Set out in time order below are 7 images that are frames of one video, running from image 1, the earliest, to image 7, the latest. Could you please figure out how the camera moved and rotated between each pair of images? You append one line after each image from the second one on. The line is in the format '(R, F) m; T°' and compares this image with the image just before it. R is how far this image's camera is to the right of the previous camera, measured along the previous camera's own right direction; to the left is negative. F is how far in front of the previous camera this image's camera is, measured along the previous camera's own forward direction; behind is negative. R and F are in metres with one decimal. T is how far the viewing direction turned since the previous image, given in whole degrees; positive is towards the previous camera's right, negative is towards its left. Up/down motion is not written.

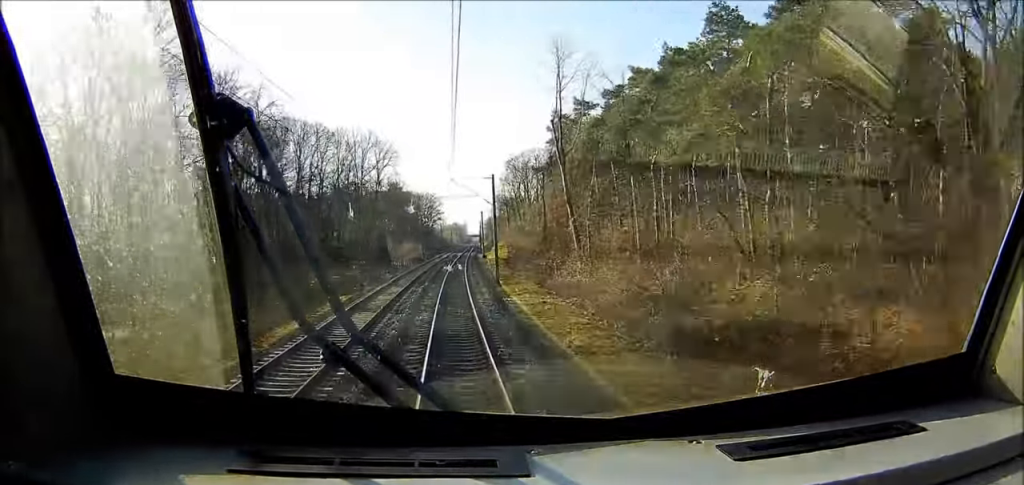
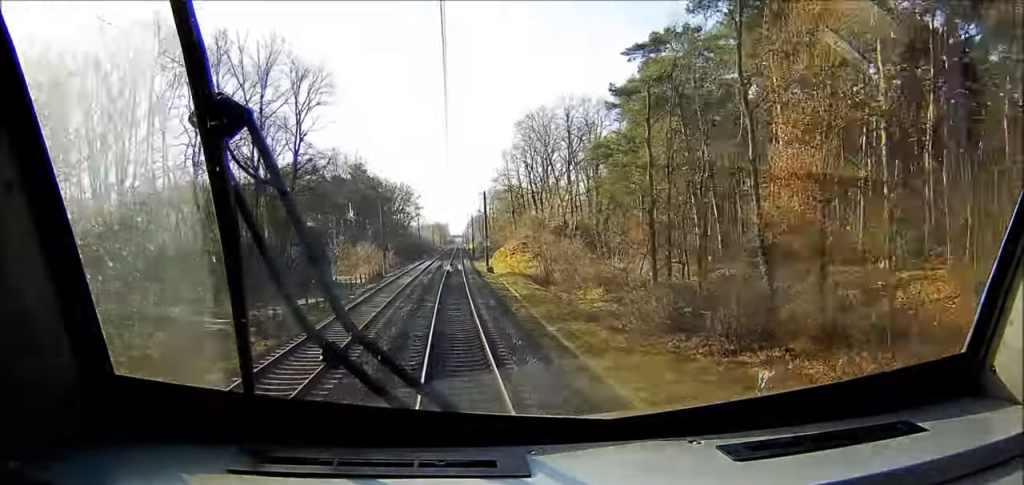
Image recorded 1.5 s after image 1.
(+0.3, +47.9) m; +1°
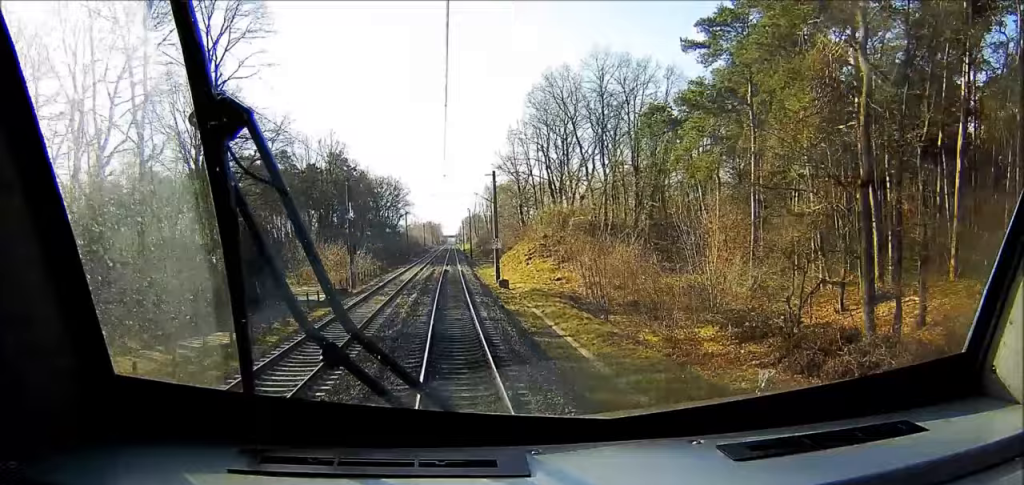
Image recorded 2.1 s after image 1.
(0.0, +20.5) m; 0°
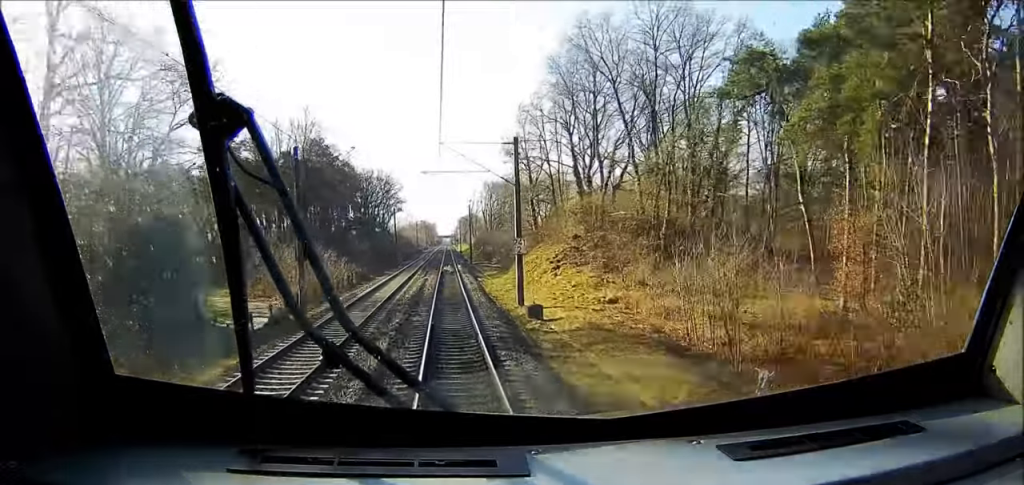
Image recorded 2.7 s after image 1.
(0.0, +17.3) m; 0°
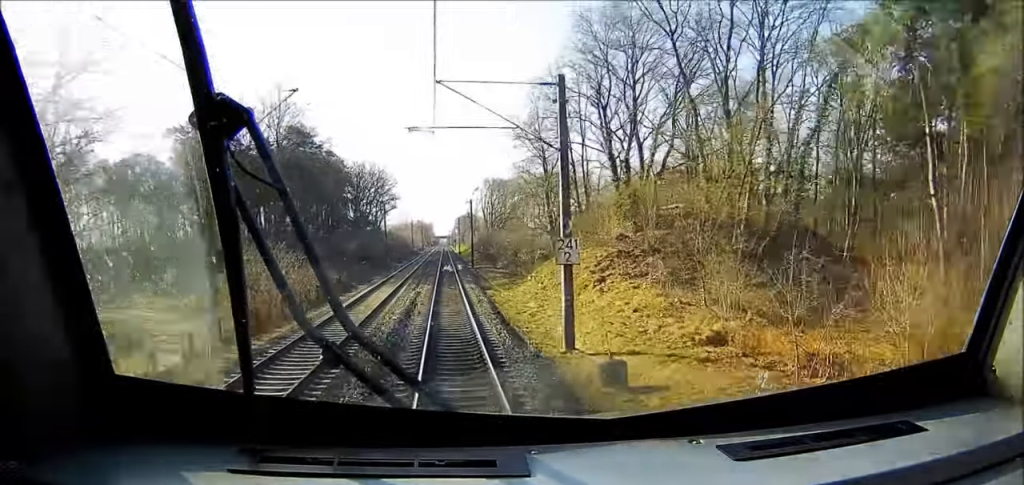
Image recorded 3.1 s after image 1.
(0.0, +12.9) m; 0°
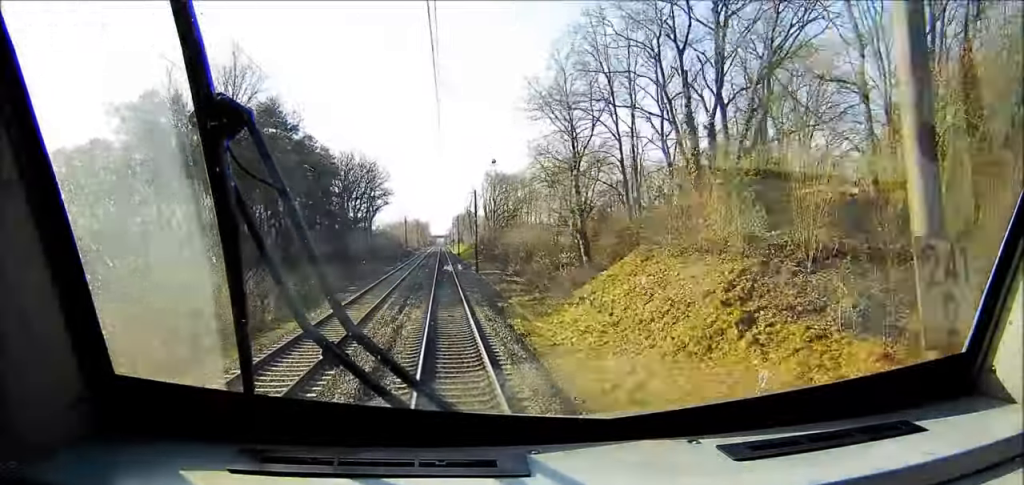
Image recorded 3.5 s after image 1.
(0.0, +15.1) m; 0°
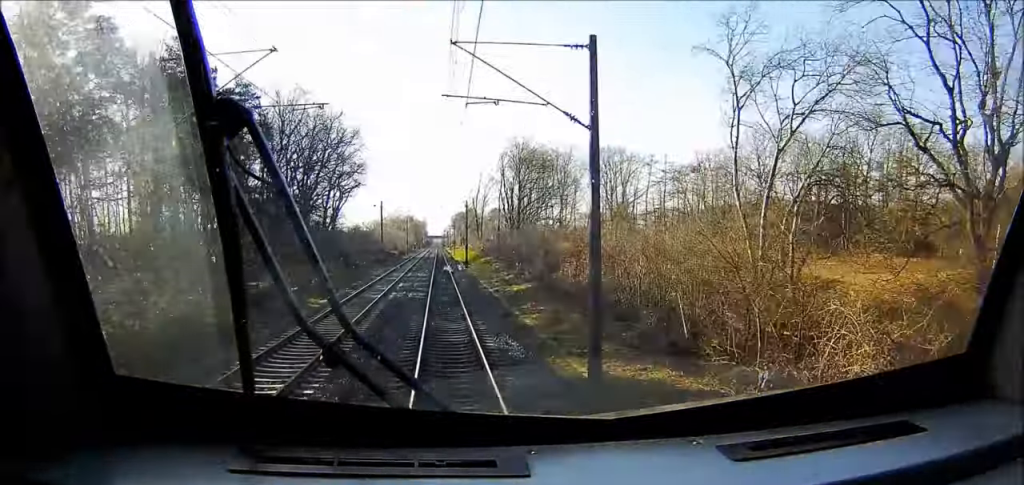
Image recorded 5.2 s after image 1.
(+0.4, +51.4) m; +1°
